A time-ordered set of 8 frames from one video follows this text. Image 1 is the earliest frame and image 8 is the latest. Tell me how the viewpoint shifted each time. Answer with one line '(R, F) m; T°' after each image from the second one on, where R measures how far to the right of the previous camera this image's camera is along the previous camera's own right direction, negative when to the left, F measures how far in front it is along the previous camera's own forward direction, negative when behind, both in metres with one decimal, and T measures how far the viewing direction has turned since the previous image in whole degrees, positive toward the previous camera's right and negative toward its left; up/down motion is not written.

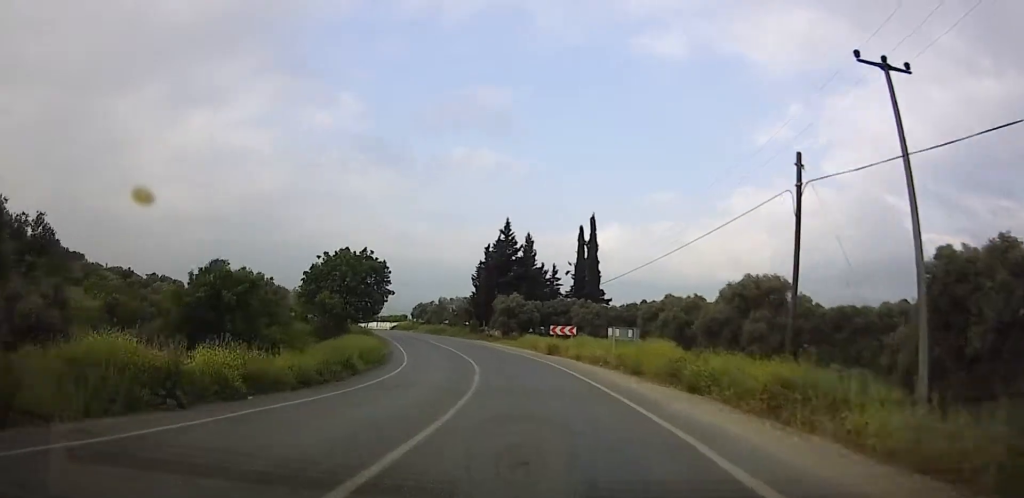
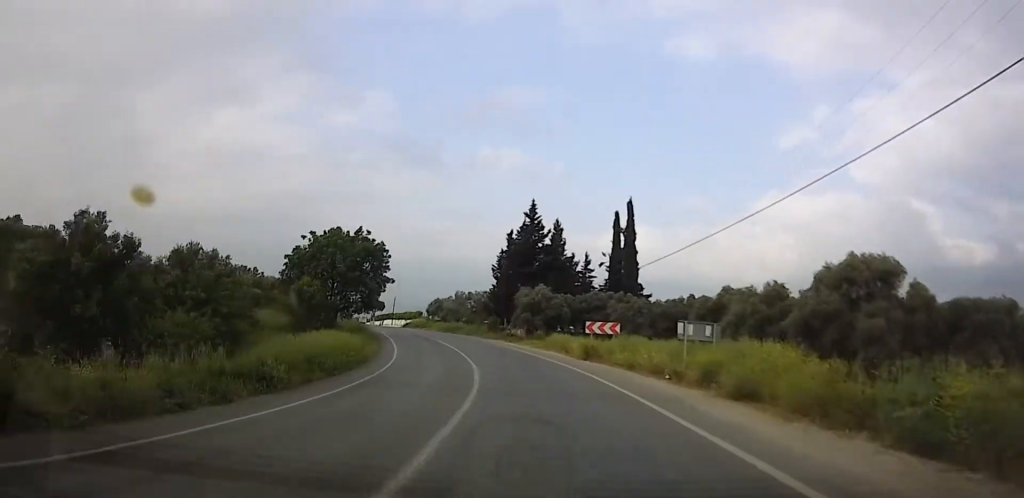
(-0.2, +9.6) m; -2°
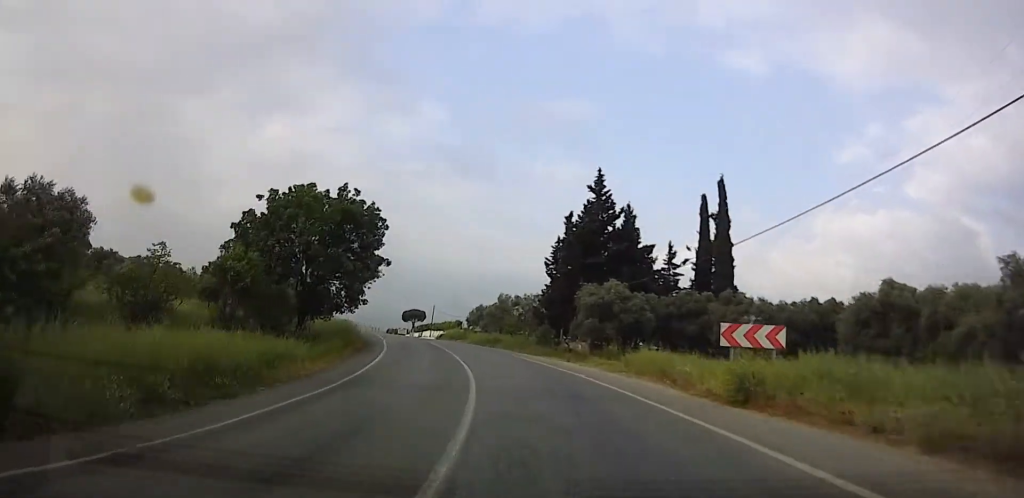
(0.0, +15.5) m; -5°
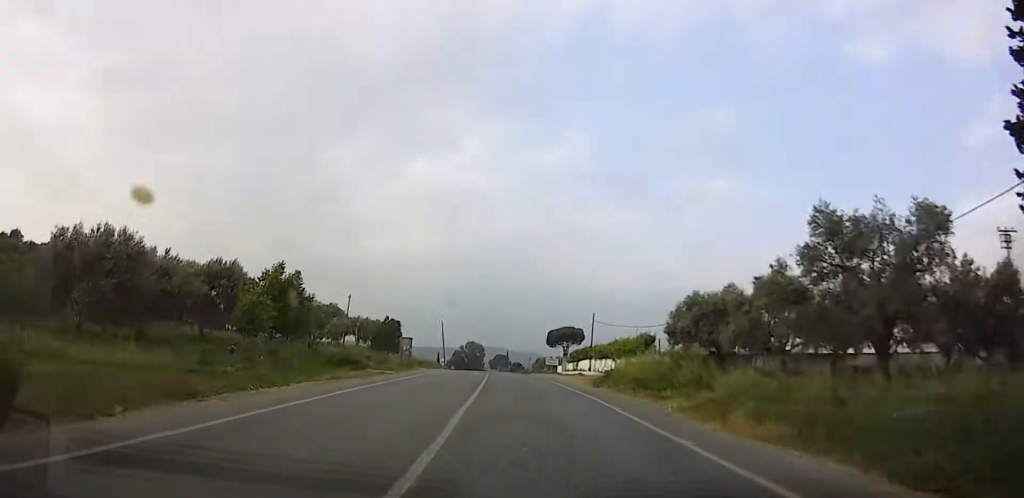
(-4.5, +41.5) m; -14°
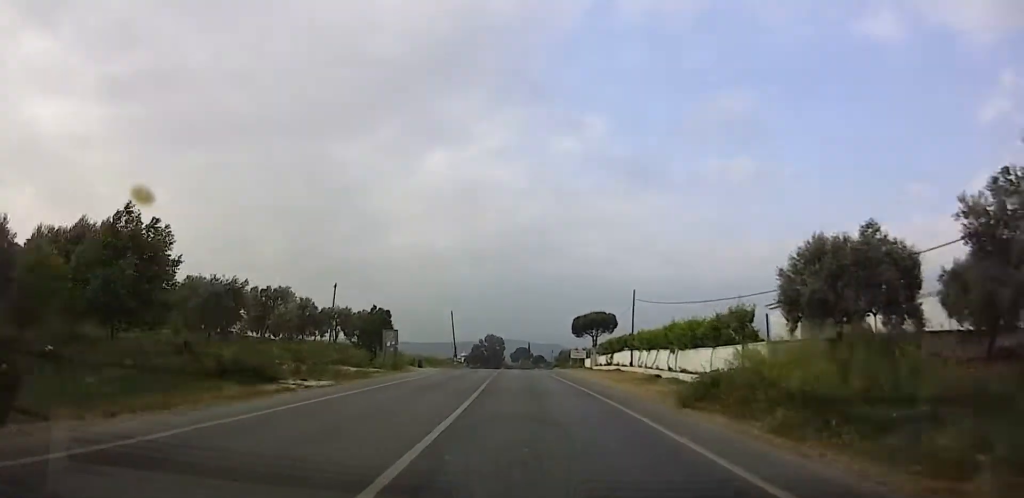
(-1.3, +12.7) m; -4°
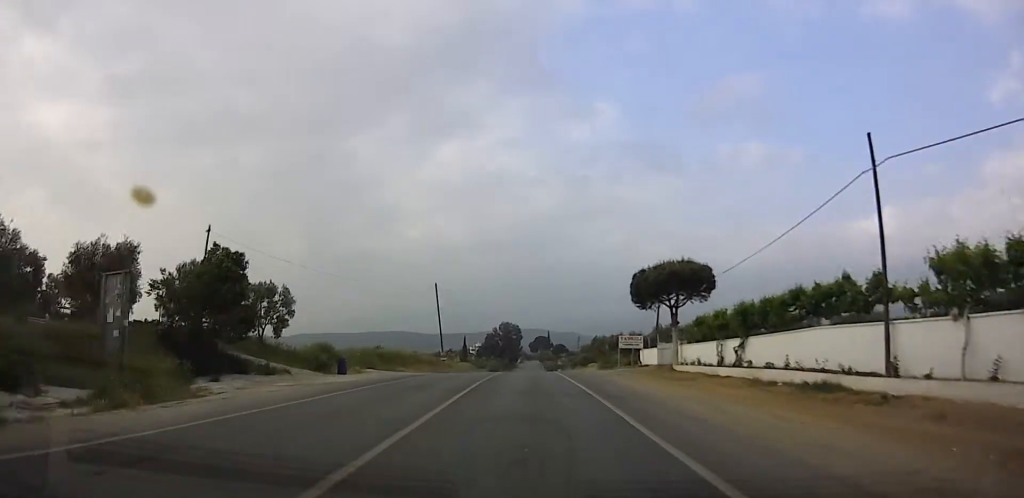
(-1.3, +29.3) m; -4°
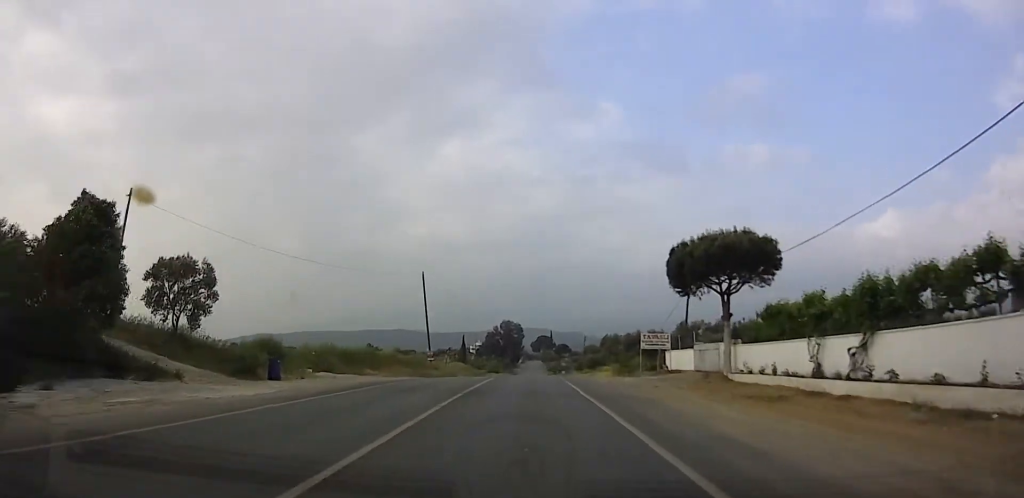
(-0.2, +8.6) m; -1°
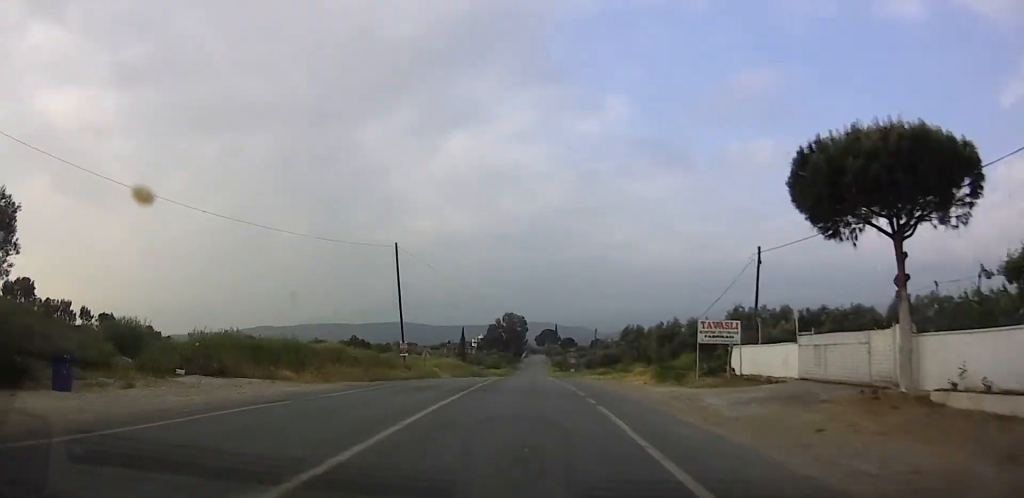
(-0.2, +12.0) m; -1°
